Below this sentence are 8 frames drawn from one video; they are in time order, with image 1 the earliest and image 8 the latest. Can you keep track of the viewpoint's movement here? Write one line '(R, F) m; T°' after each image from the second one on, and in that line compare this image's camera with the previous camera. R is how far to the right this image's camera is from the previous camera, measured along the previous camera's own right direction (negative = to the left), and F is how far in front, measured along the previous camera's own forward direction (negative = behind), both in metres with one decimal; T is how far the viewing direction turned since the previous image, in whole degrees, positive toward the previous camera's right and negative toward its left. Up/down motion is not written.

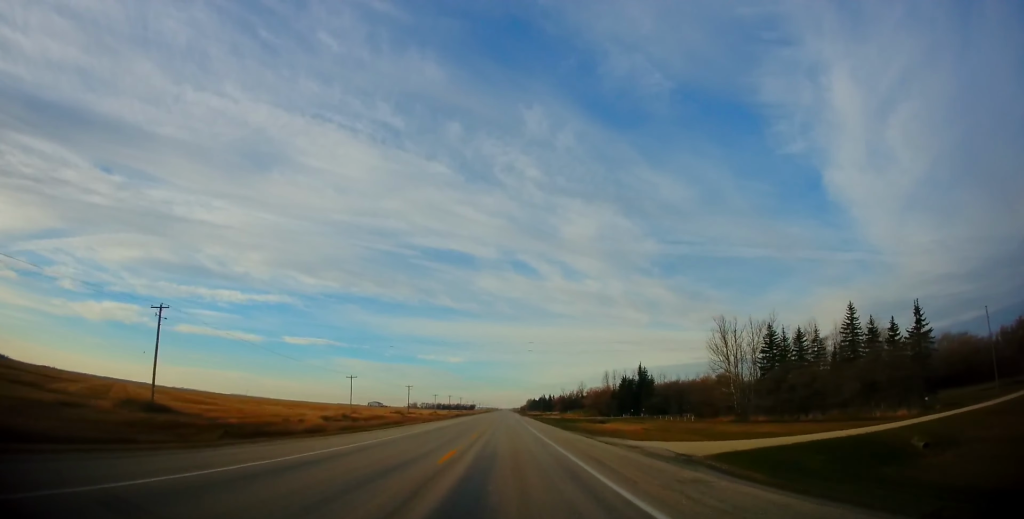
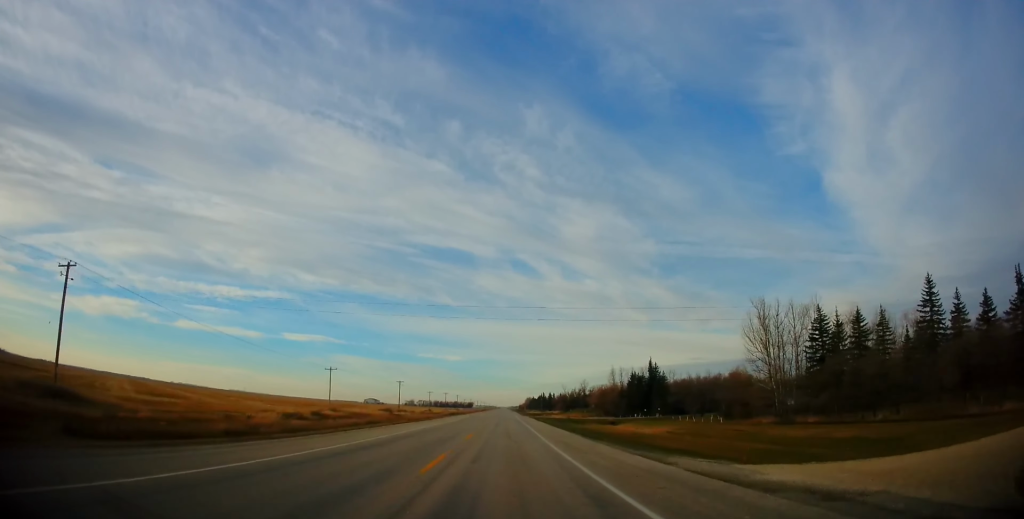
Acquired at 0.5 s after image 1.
(-0.1, +16.7) m; 0°
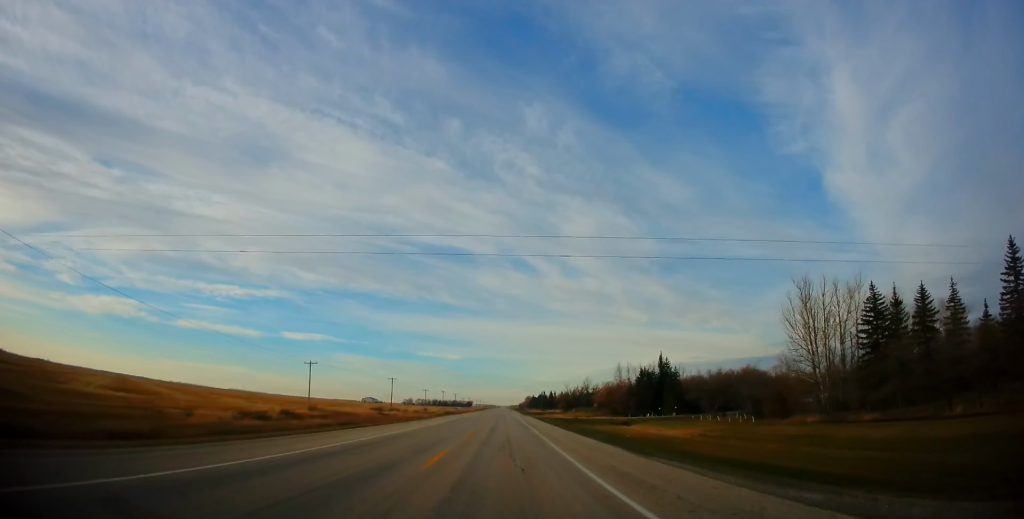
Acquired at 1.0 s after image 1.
(0.0, +13.1) m; 0°
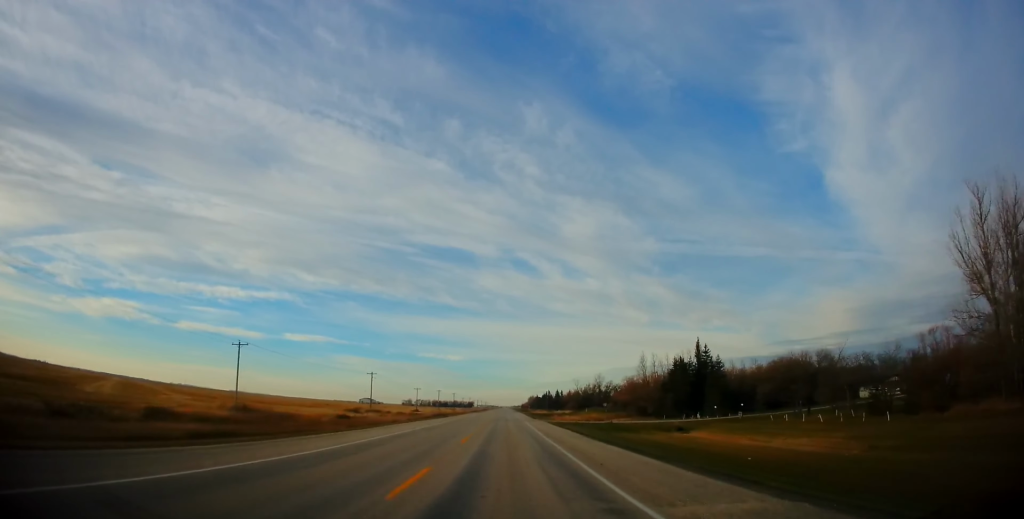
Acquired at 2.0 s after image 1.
(+0.2, +31.1) m; +1°
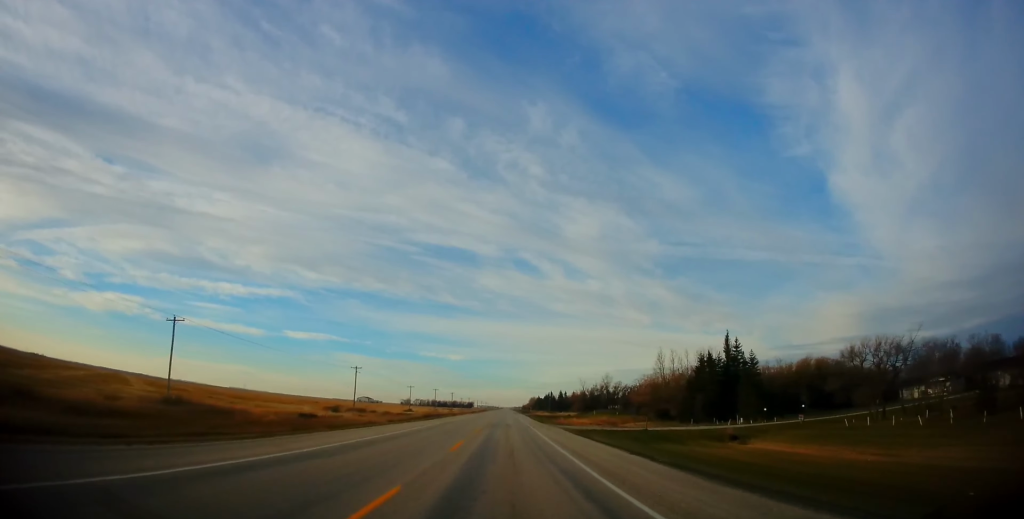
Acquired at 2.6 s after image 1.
(+0.4, +17.1) m; 0°
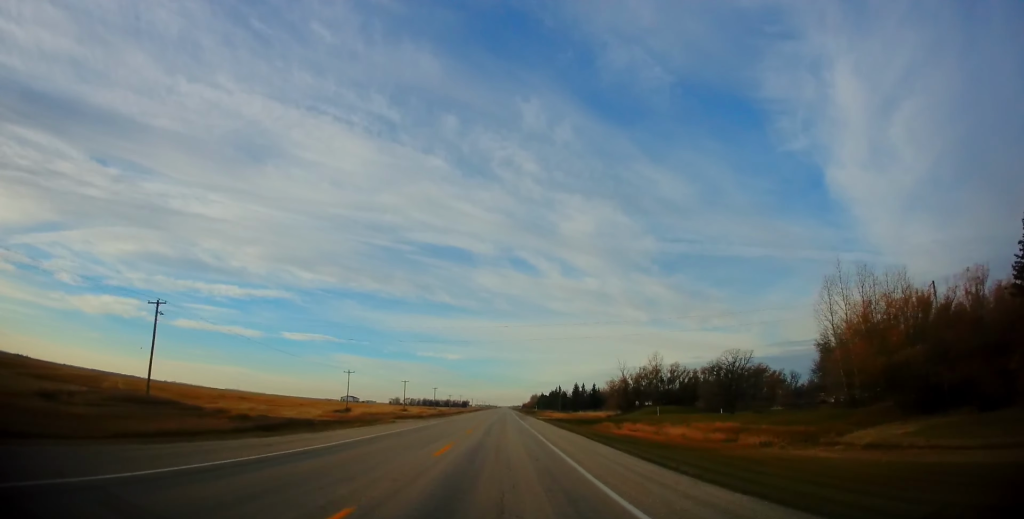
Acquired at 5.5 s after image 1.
(-0.9, +77.5) m; 0°
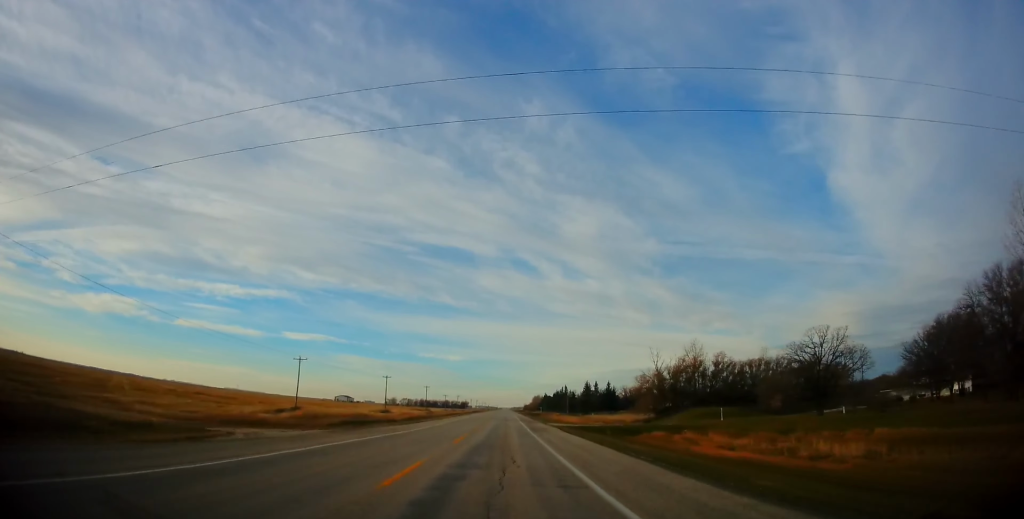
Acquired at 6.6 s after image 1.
(0.0, +29.9) m; 0°
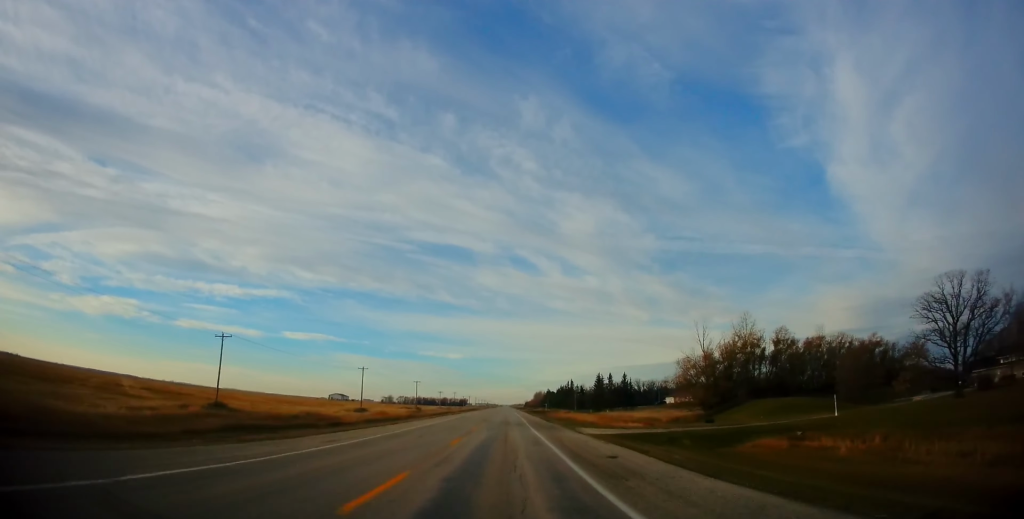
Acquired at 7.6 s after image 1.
(-0.1, +26.2) m; 0°
